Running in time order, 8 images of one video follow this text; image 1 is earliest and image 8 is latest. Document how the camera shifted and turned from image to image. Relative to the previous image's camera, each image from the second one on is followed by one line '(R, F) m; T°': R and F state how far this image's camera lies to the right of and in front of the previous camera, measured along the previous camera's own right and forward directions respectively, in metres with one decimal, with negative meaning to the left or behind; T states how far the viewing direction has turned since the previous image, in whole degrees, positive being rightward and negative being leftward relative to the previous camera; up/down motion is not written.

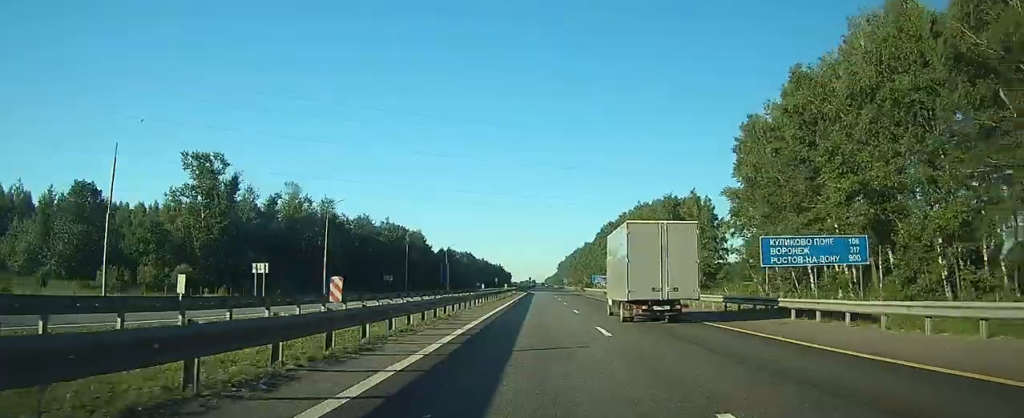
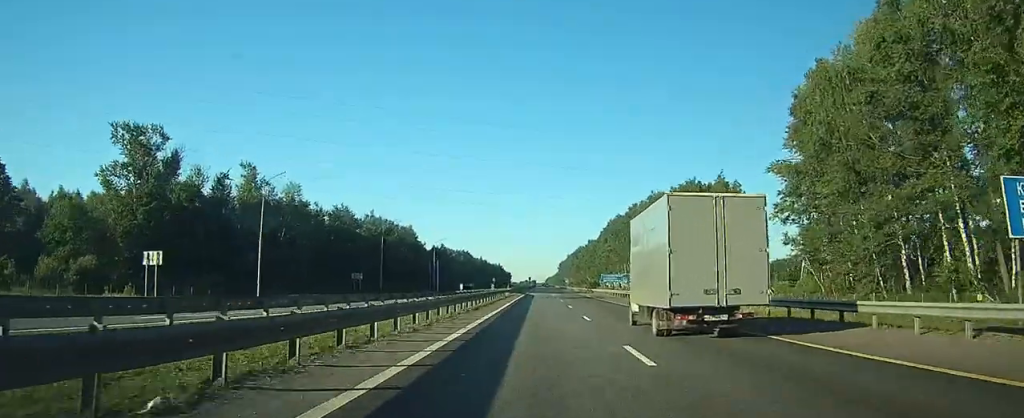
(0.0, +17.6) m; 0°
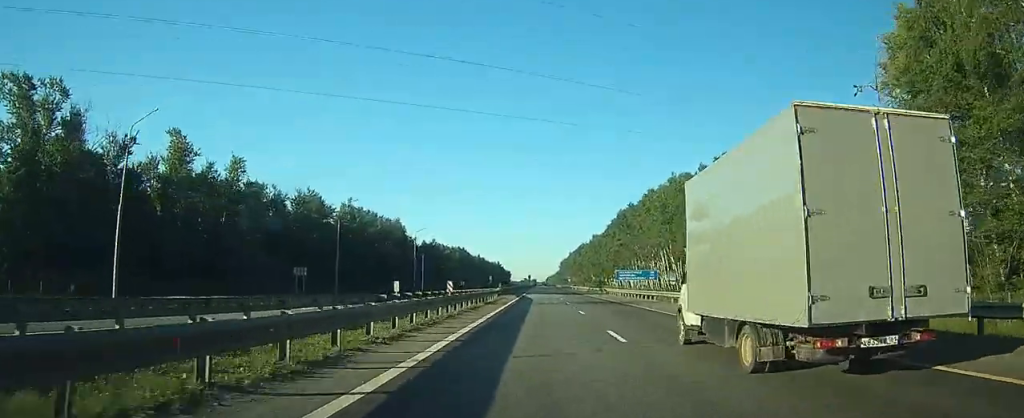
(0.0, +20.6) m; 0°
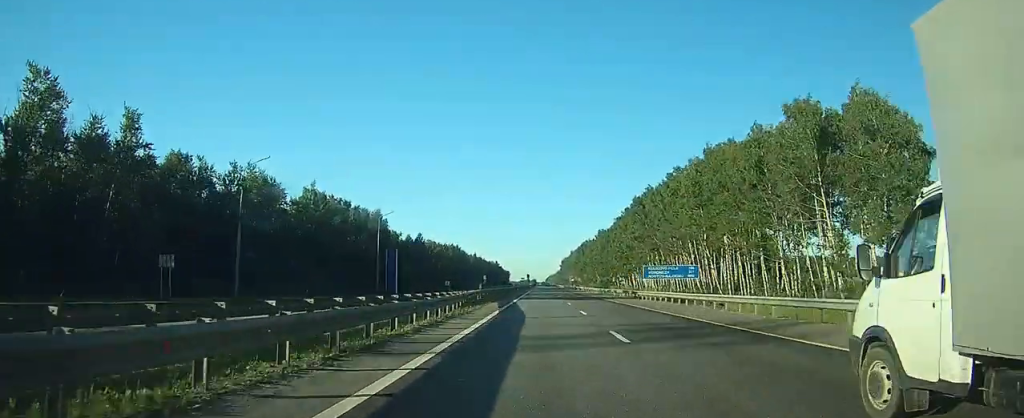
(-0.1, +24.4) m; 0°
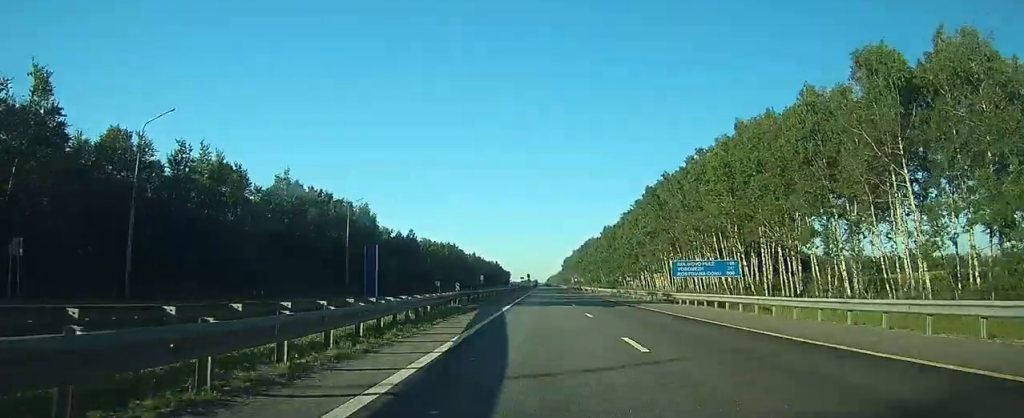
(0.0, +14.0) m; 0°
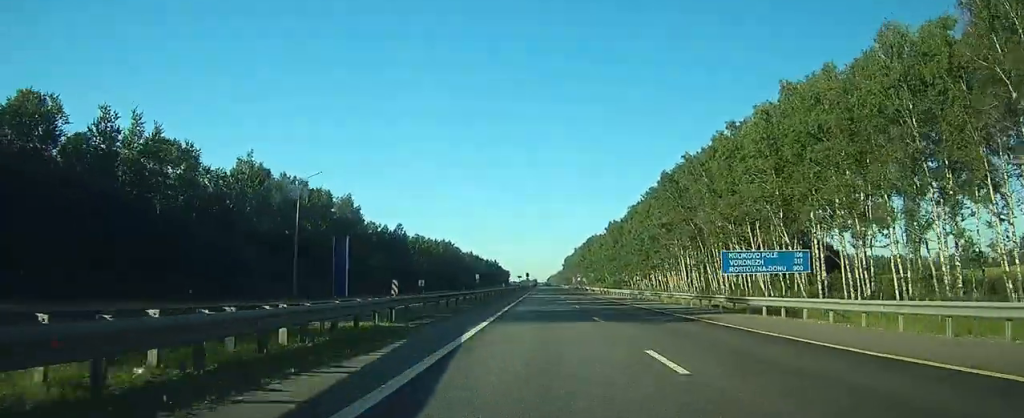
(0.0, +15.0) m; 0°
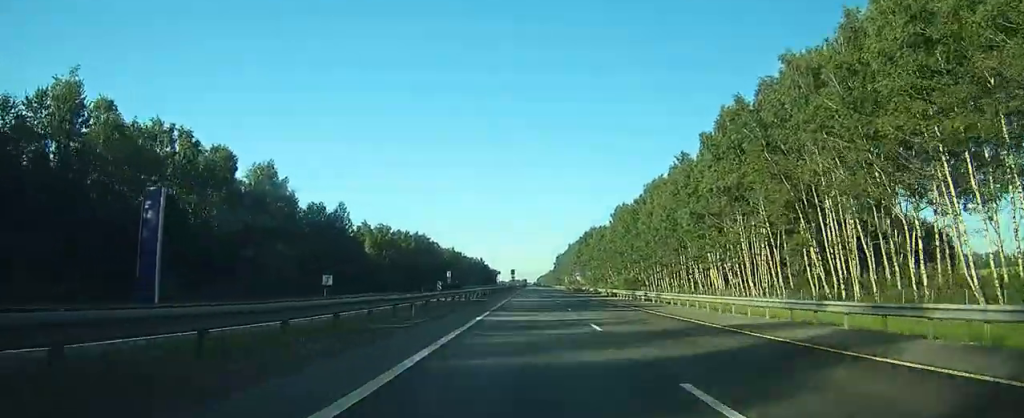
(0.0, +40.5) m; 0°
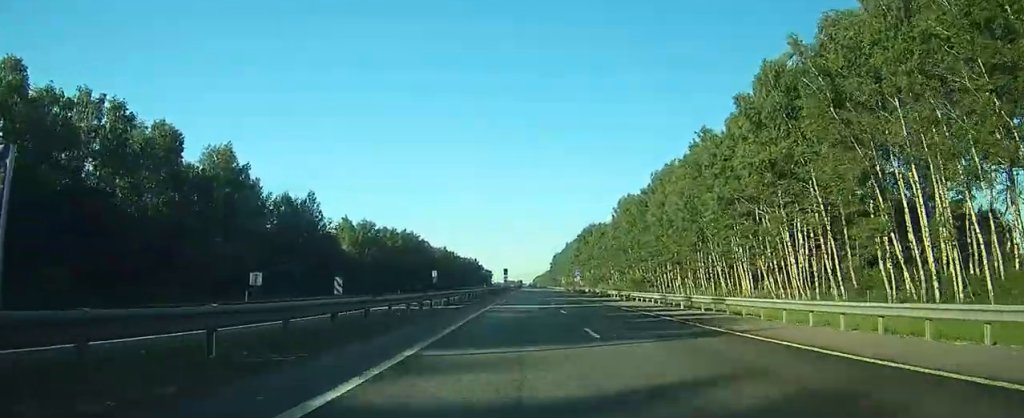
(0.0, +14.7) m; 0°
